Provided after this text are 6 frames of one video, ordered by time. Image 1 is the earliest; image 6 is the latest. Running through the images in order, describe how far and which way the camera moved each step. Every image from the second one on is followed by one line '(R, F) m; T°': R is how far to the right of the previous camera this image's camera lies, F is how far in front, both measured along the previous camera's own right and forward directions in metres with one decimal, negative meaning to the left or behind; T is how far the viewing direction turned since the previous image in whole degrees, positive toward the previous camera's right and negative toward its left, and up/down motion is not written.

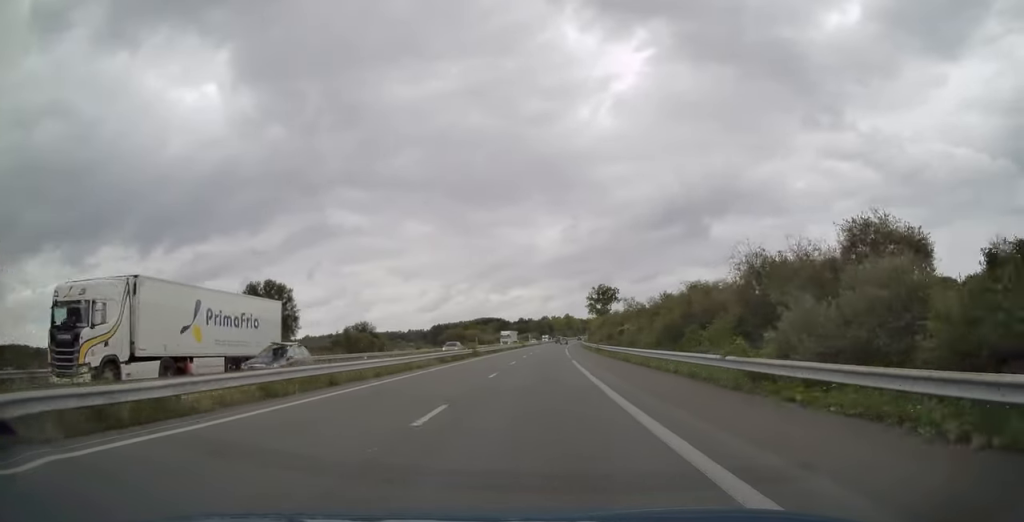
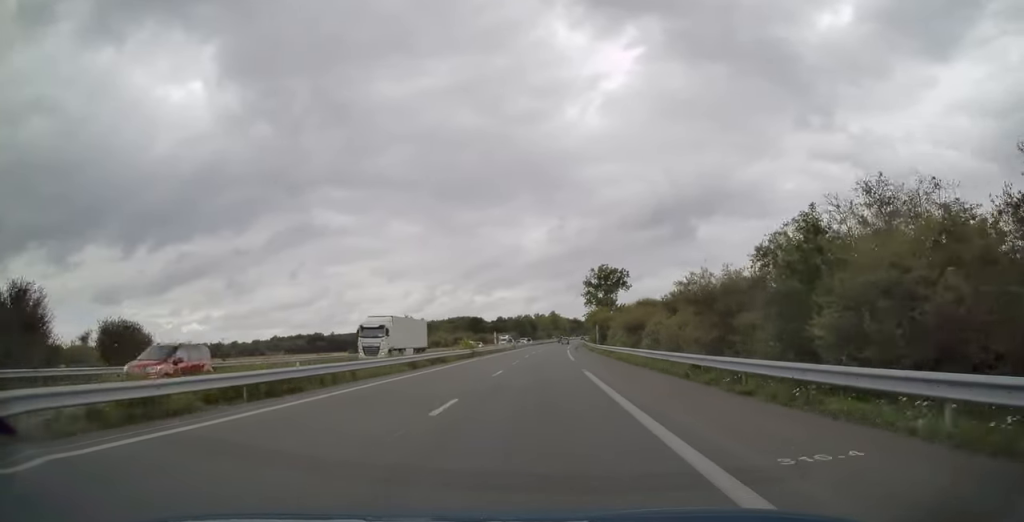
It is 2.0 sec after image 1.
(+1.1, +62.8) m; +2°
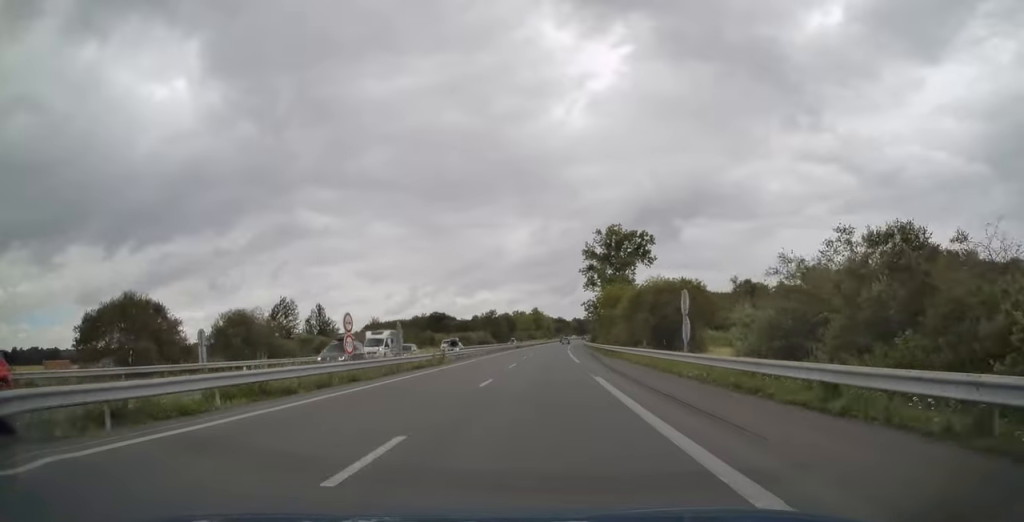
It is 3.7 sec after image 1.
(+0.6, +57.0) m; +1°
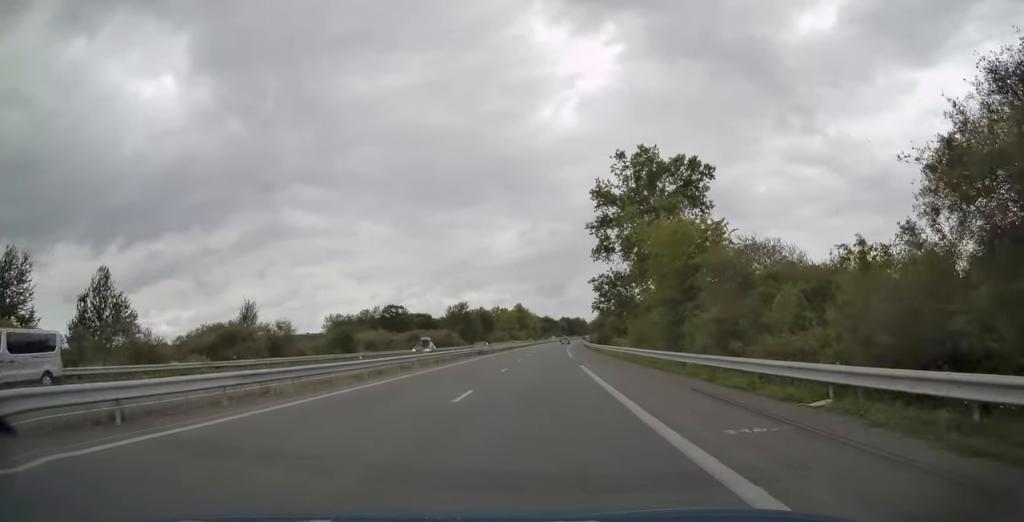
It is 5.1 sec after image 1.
(+0.6, +43.6) m; +1°
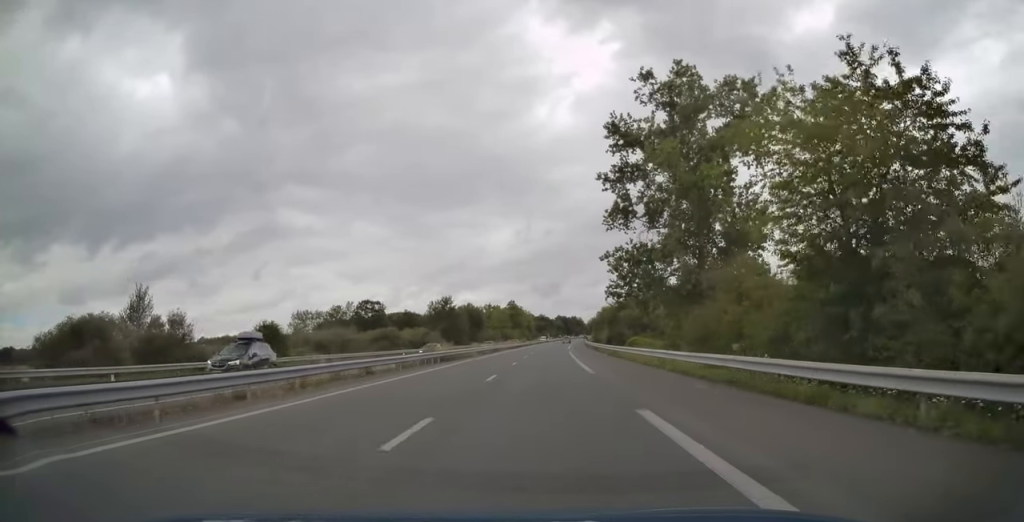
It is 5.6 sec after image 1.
(0.0, +18.8) m; +1°
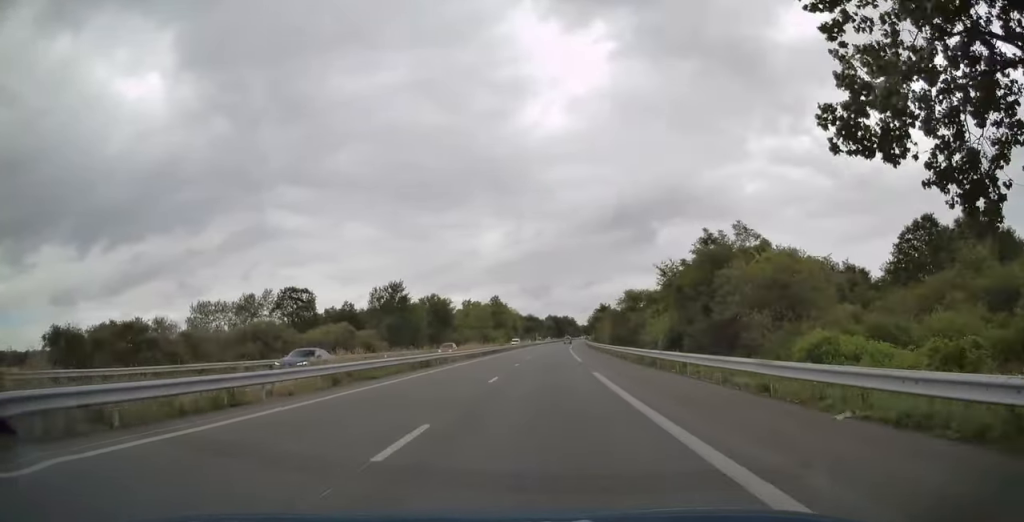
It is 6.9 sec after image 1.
(+0.5, +39.2) m; +1°
